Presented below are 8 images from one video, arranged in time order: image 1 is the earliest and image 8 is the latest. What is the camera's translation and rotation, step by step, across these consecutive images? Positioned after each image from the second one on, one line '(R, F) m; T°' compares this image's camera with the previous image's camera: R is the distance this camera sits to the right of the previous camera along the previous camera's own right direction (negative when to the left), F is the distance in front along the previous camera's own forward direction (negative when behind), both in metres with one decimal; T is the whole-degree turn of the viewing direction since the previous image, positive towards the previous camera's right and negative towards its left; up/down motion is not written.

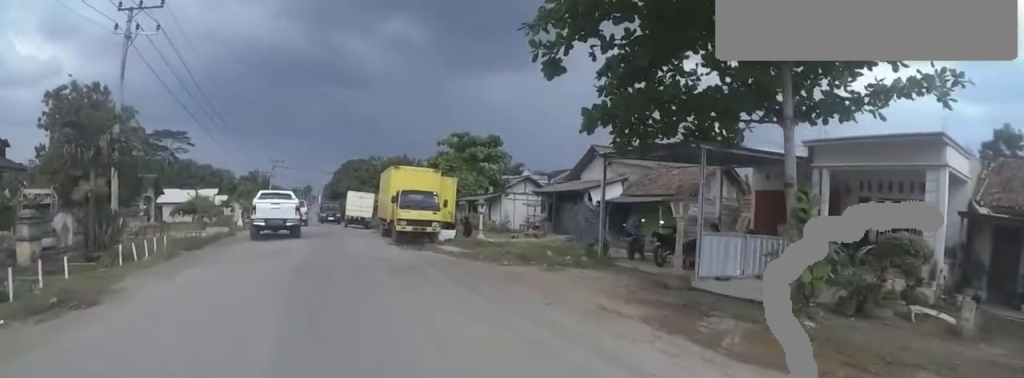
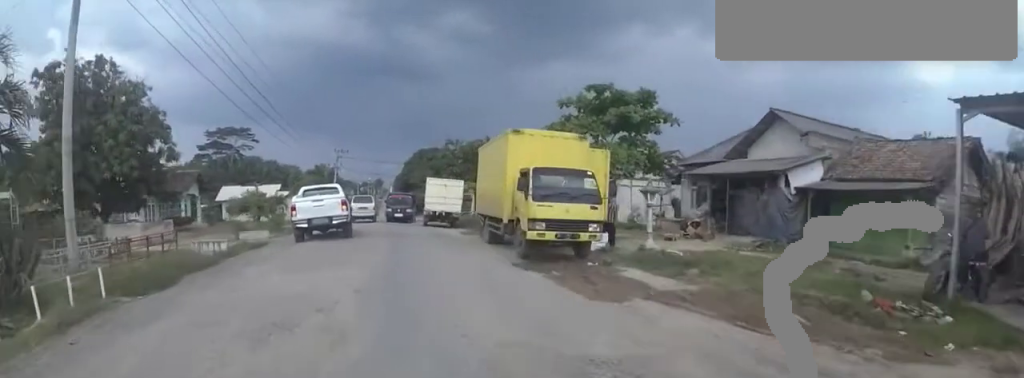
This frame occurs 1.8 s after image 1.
(0.0, +7.4) m; 0°
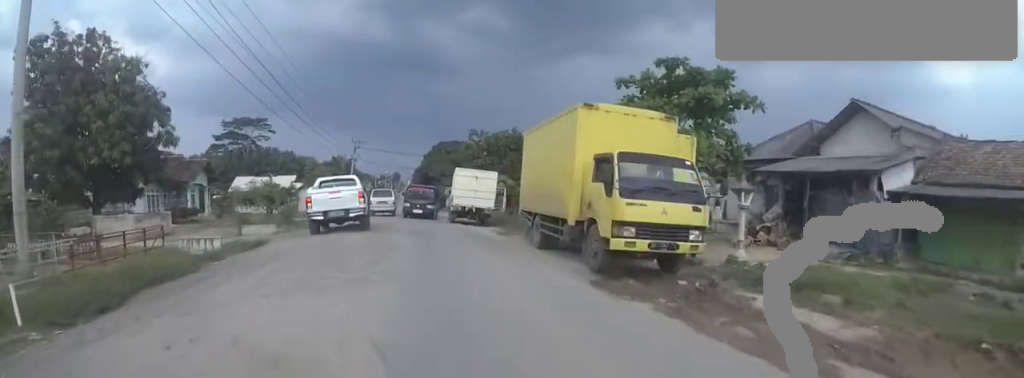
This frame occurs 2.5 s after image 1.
(0.0, +2.7) m; 0°
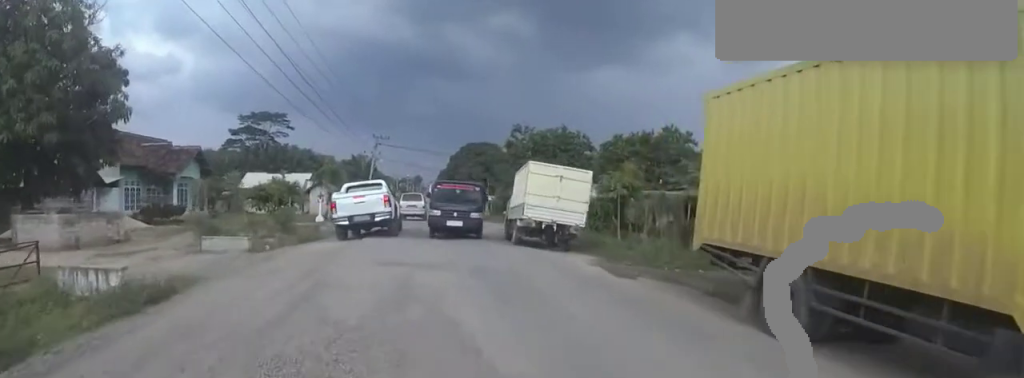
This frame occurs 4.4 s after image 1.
(0.0, +7.1) m; 0°
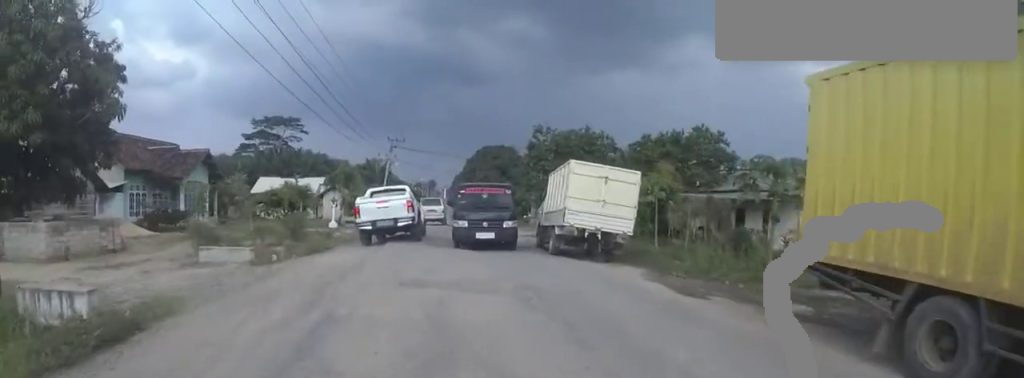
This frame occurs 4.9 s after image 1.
(0.0, +1.7) m; 0°
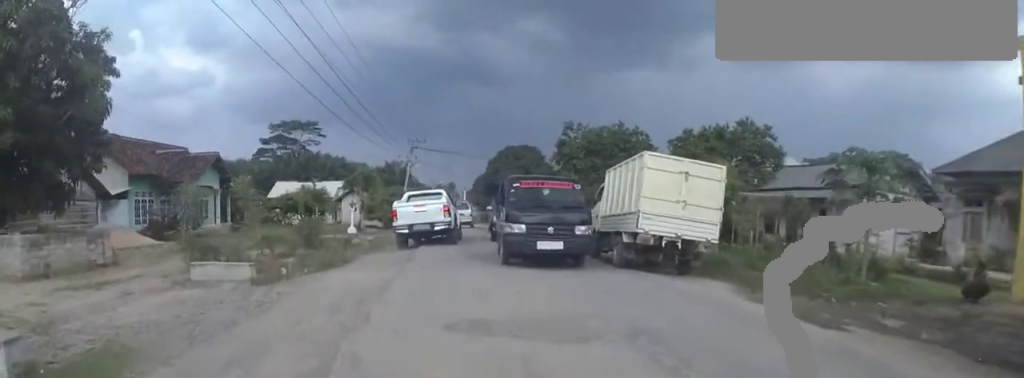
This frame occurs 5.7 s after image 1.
(0.0, +2.3) m; 0°
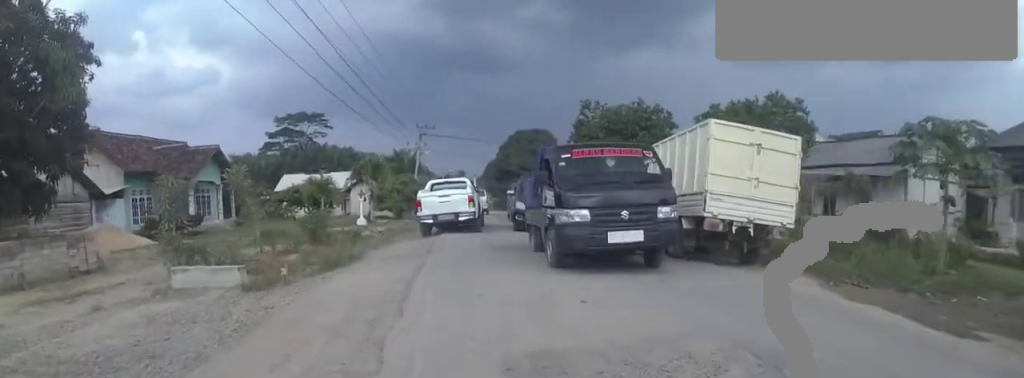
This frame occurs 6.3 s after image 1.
(0.0, +1.7) m; 0°
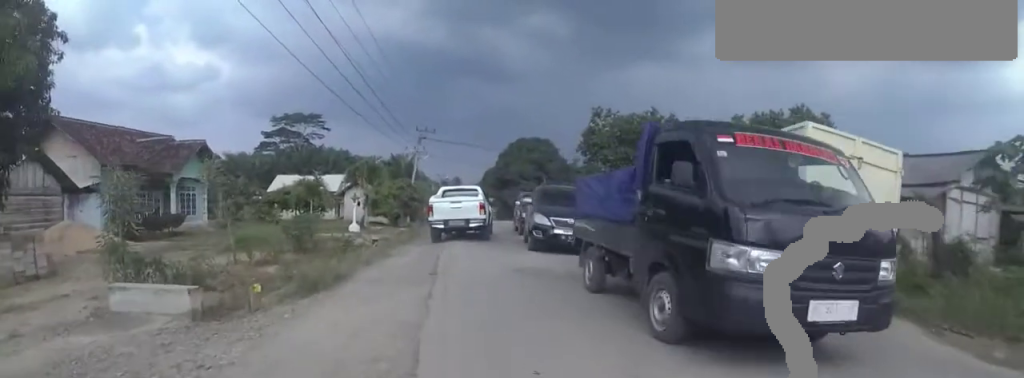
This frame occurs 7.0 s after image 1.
(0.0, +2.1) m; 0°
